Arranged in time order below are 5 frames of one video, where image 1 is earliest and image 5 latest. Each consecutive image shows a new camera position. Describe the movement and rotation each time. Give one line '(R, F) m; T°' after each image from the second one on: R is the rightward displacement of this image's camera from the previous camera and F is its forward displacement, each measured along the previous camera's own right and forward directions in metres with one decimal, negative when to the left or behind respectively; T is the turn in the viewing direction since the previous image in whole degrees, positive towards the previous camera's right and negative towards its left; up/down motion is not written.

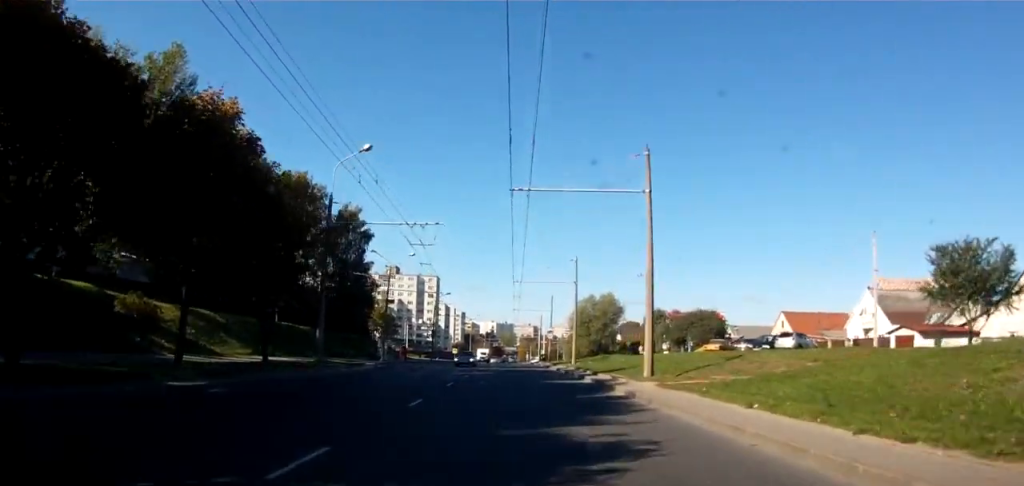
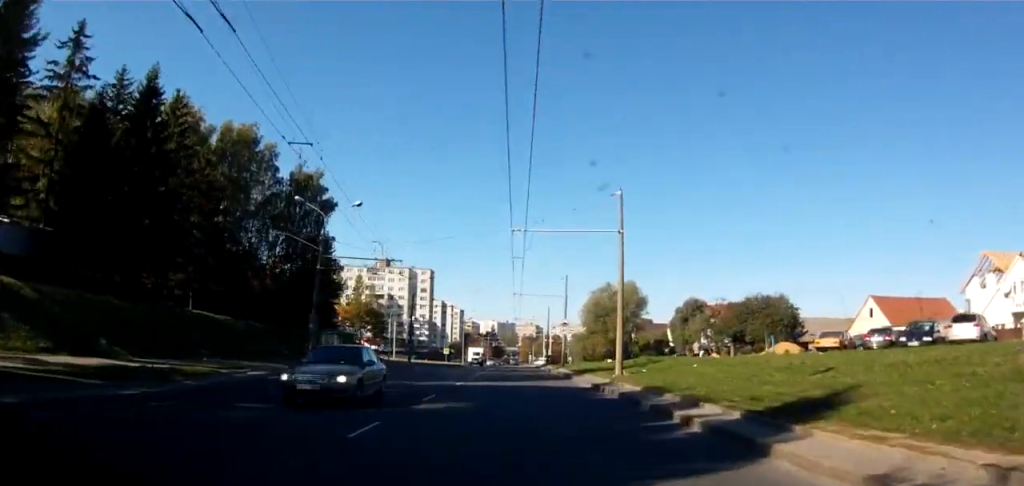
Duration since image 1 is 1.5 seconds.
(-1.9, +20.5) m; -7°
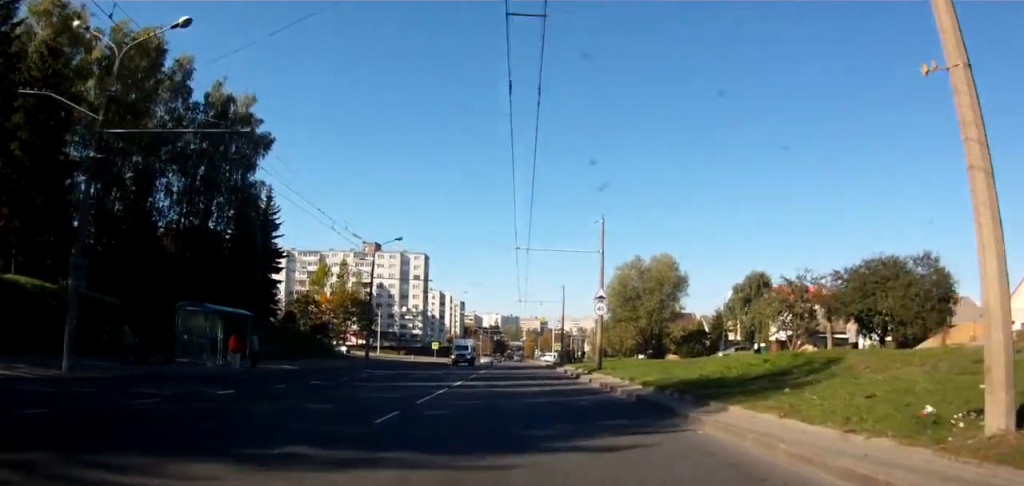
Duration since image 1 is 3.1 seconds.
(+0.9, +21.9) m; +5°
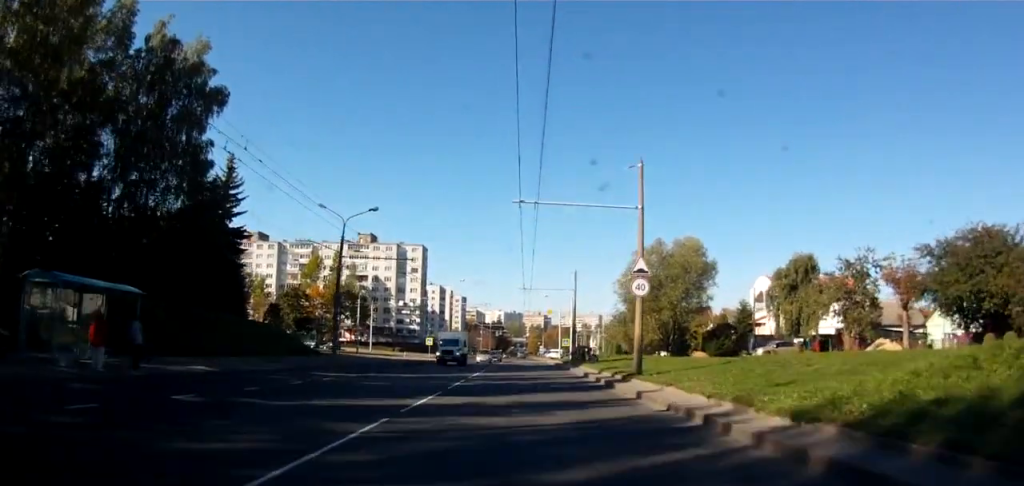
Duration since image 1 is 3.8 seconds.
(+0.2, +9.9) m; +1°
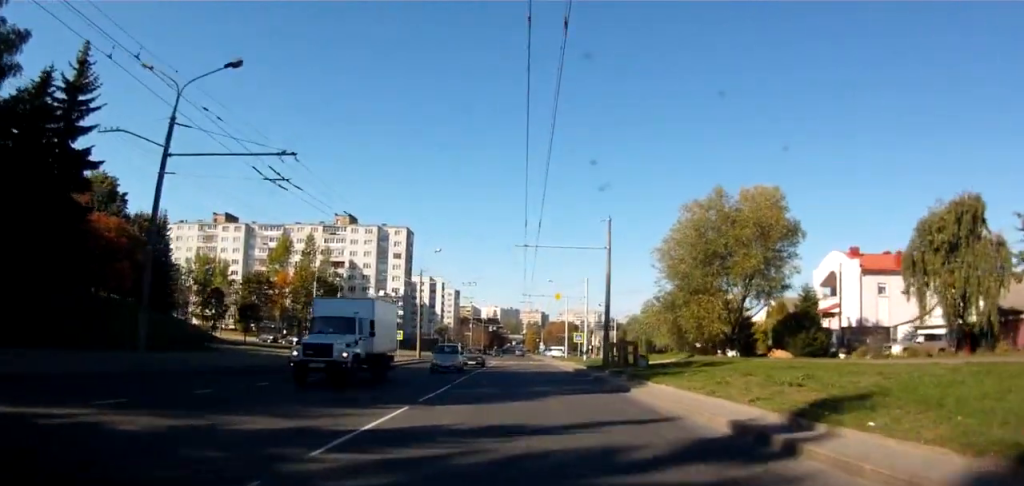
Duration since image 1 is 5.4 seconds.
(0.0, +21.6) m; 0°
